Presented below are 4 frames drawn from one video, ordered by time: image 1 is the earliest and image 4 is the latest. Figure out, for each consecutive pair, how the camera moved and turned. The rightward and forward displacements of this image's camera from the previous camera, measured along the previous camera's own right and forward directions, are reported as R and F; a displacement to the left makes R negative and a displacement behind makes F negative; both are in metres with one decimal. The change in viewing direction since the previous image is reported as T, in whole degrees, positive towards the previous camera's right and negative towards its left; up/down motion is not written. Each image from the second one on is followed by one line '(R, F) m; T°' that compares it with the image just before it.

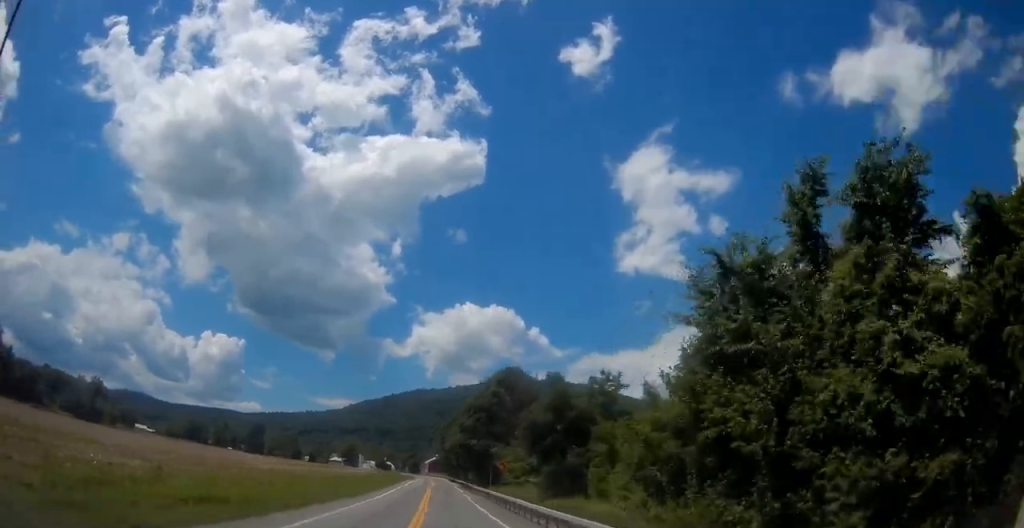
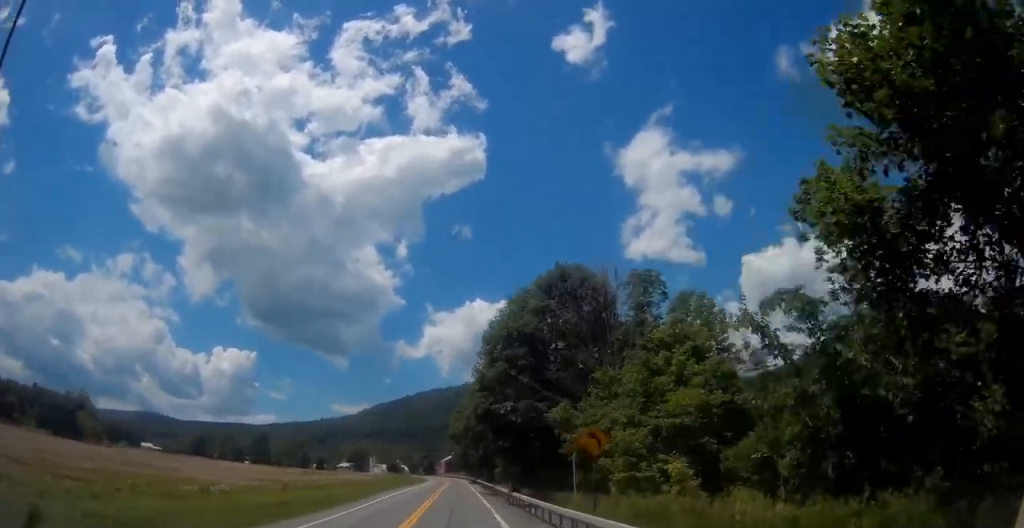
(-0.6, +29.2) m; -2°
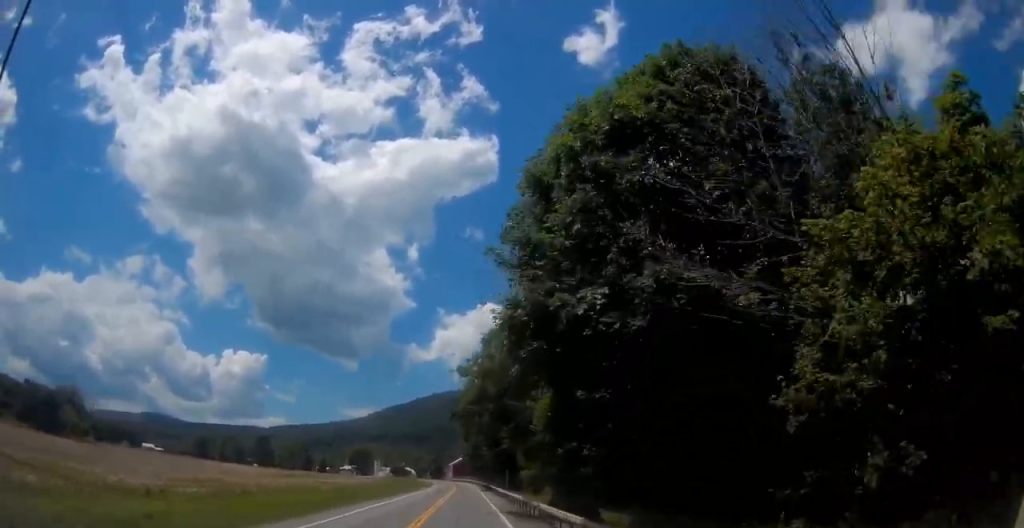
(0.0, +19.5) m; -1°
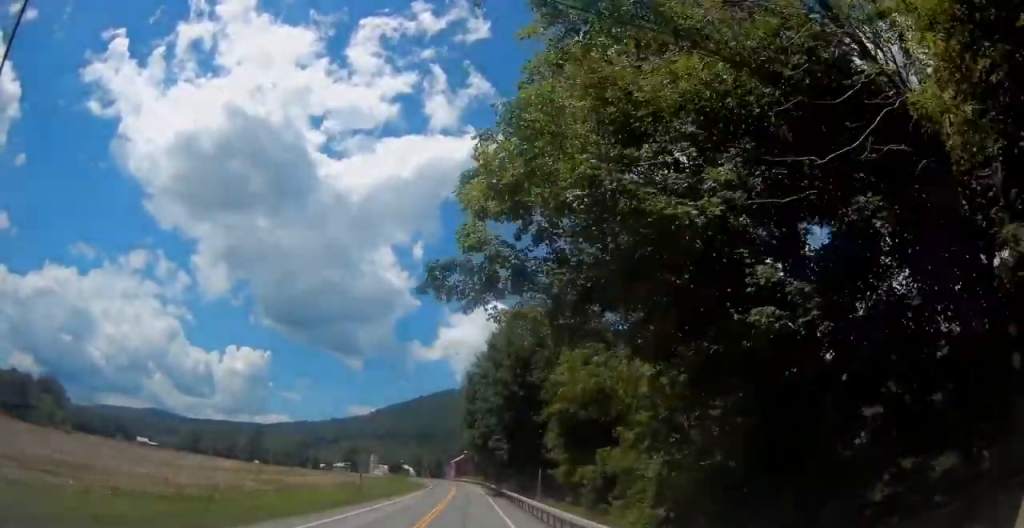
(-0.4, +19.3) m; -1°
